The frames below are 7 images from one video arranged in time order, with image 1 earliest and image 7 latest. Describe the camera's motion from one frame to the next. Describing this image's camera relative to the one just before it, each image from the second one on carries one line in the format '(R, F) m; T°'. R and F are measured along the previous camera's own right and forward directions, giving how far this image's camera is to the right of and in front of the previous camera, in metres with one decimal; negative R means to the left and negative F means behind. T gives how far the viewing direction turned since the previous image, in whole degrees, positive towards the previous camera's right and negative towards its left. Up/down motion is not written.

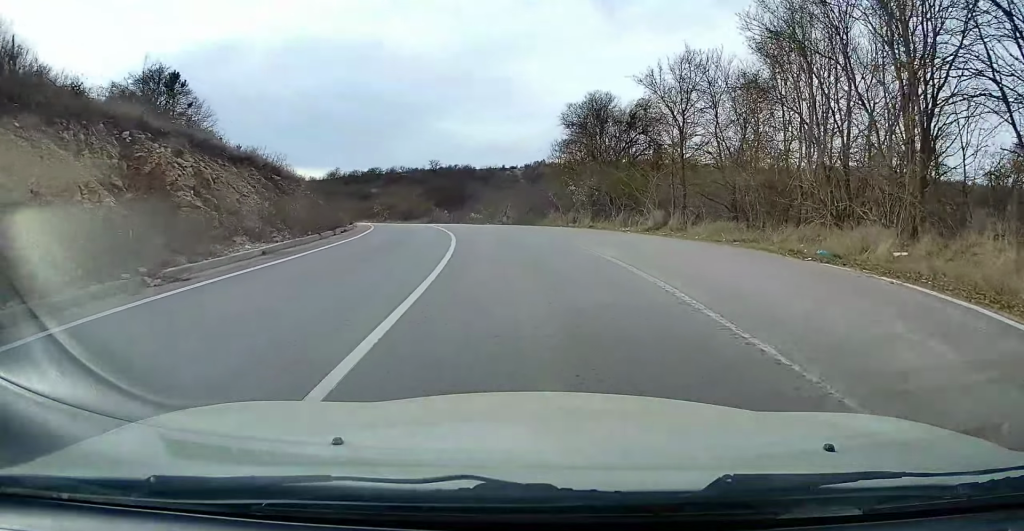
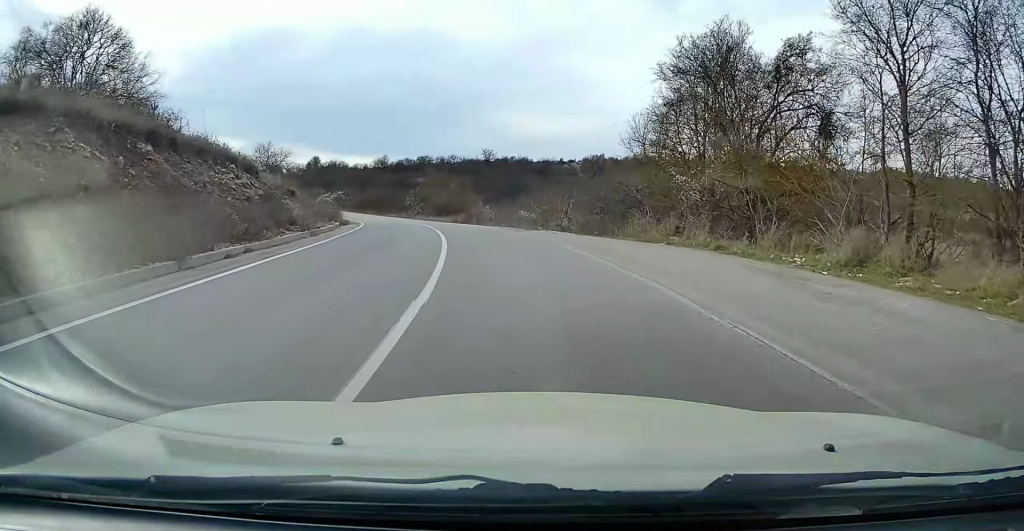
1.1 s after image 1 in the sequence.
(-0.7, +14.9) m; -5°
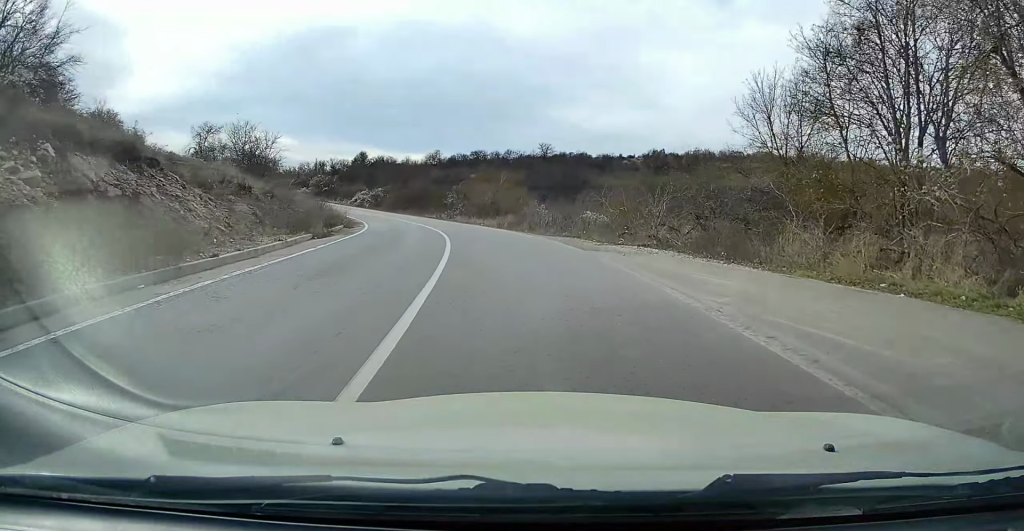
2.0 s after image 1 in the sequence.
(-0.4, +11.9) m; -5°
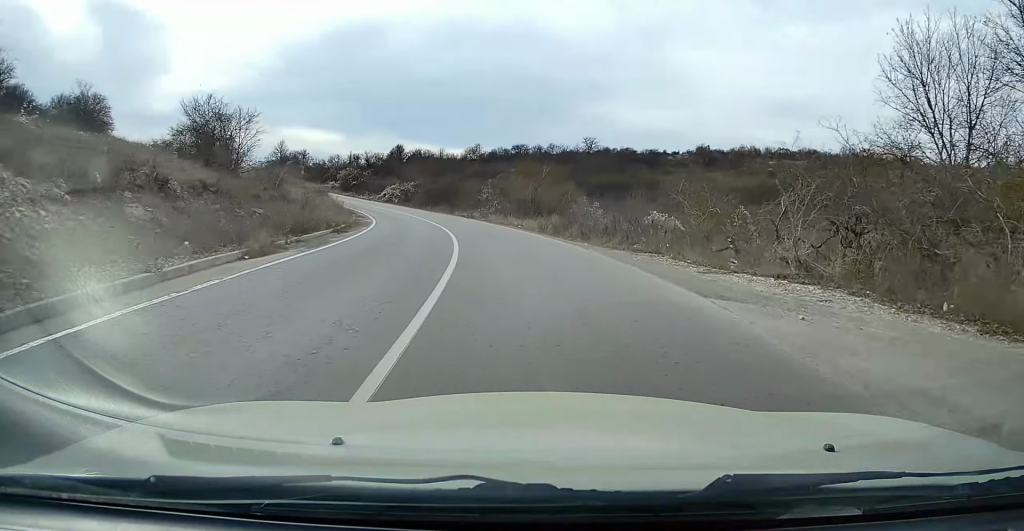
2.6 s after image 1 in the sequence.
(-0.1, +8.2) m; -4°
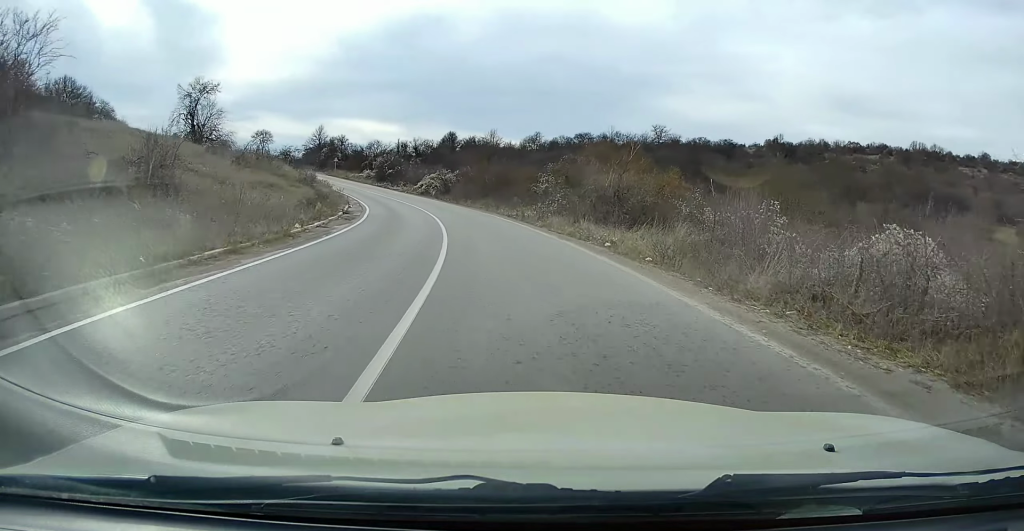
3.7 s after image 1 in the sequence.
(-1.4, +16.6) m; -7°
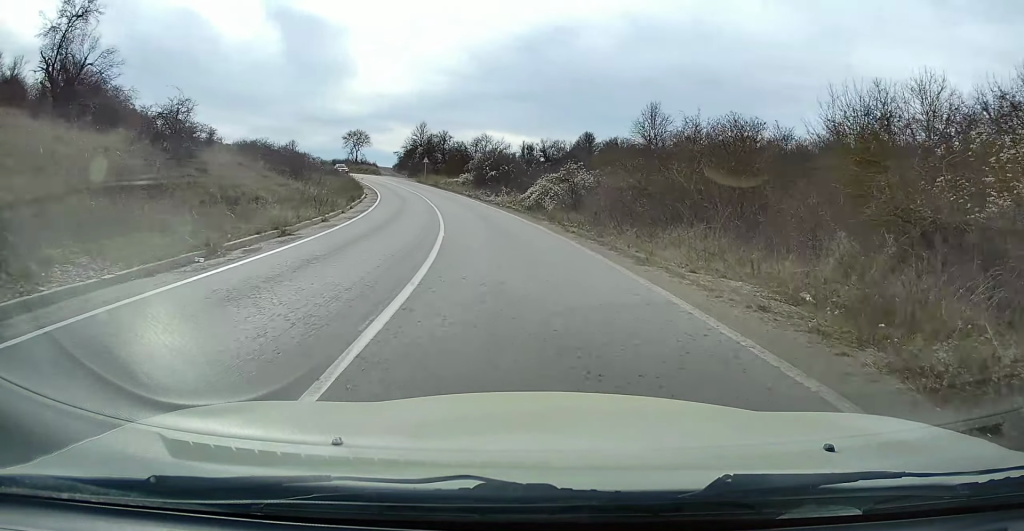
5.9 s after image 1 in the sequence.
(-2.7, +32.2) m; -10°
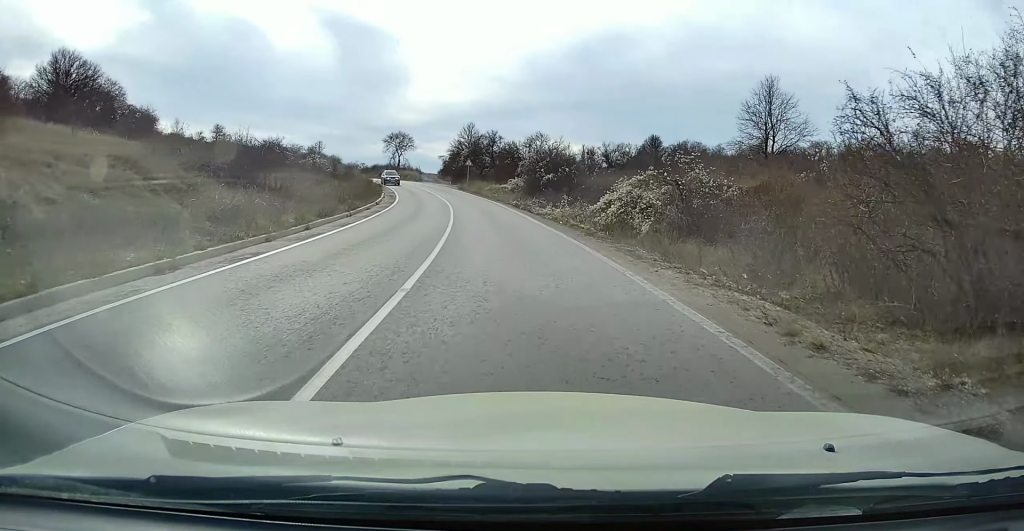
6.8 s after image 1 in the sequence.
(-0.6, +14.1) m; -4°
